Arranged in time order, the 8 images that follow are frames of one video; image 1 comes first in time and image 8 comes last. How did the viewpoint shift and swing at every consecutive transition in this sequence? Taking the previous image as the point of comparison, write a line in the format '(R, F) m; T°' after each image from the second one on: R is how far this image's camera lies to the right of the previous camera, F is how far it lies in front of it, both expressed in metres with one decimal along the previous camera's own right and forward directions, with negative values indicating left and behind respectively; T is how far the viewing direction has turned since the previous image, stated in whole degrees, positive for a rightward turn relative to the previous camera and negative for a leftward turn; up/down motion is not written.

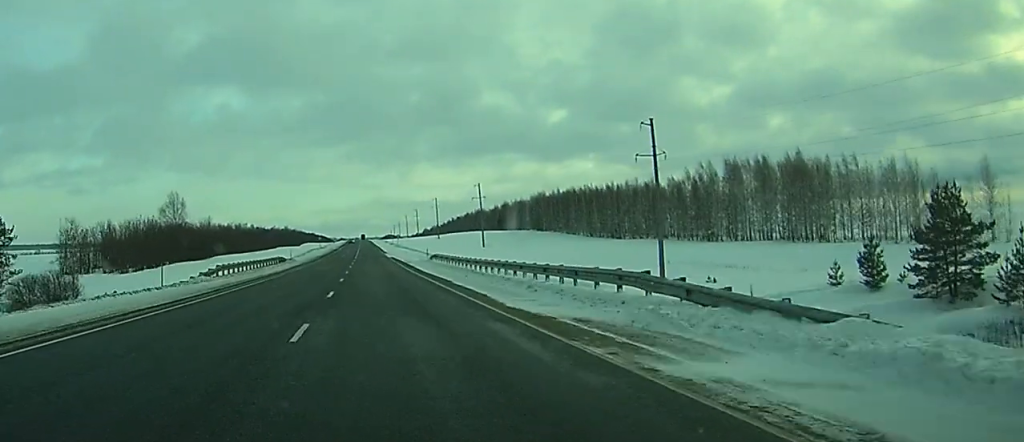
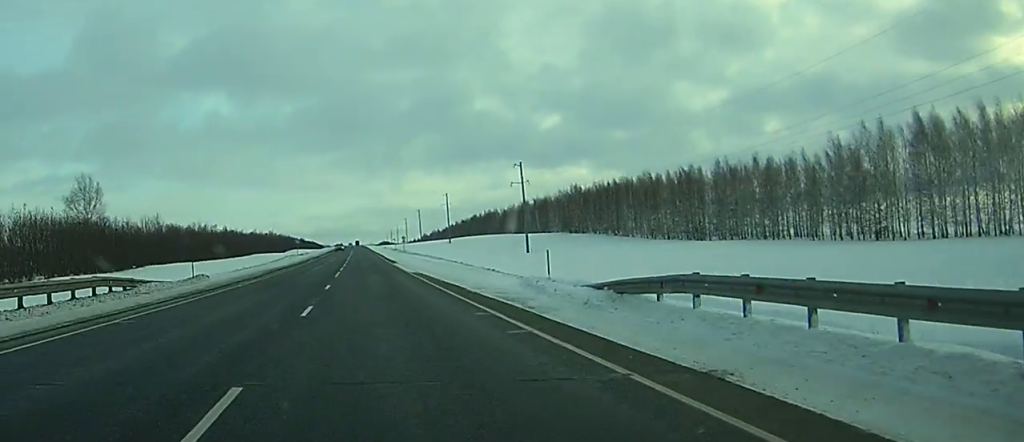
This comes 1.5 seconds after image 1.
(+0.1, +55.4) m; 0°
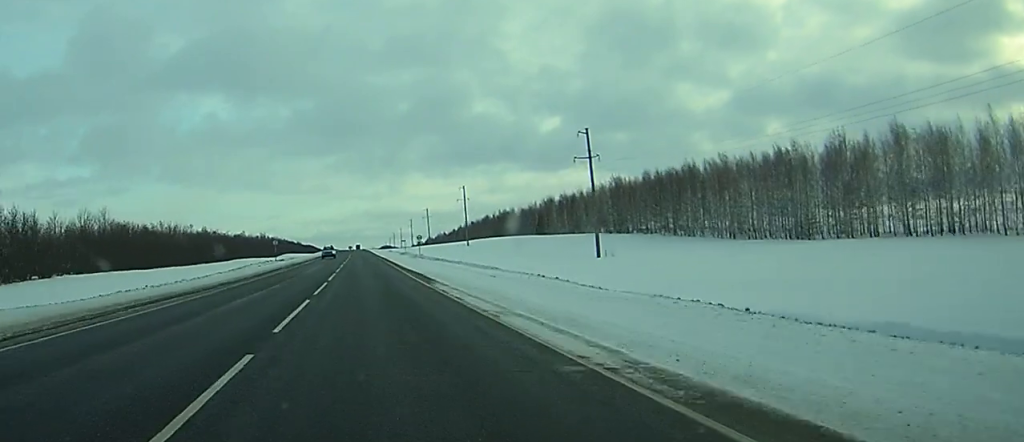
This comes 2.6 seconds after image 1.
(-0.1, +39.4) m; 0°
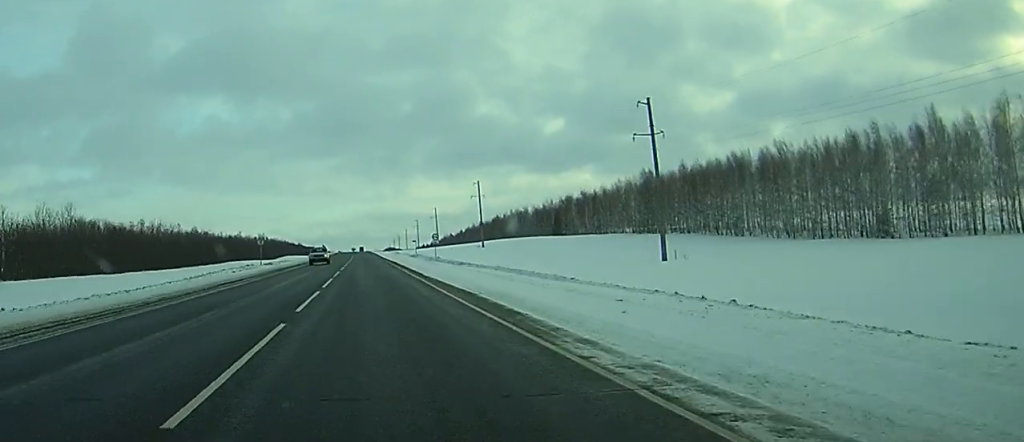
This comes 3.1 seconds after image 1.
(0.0, +19.7) m; 0°
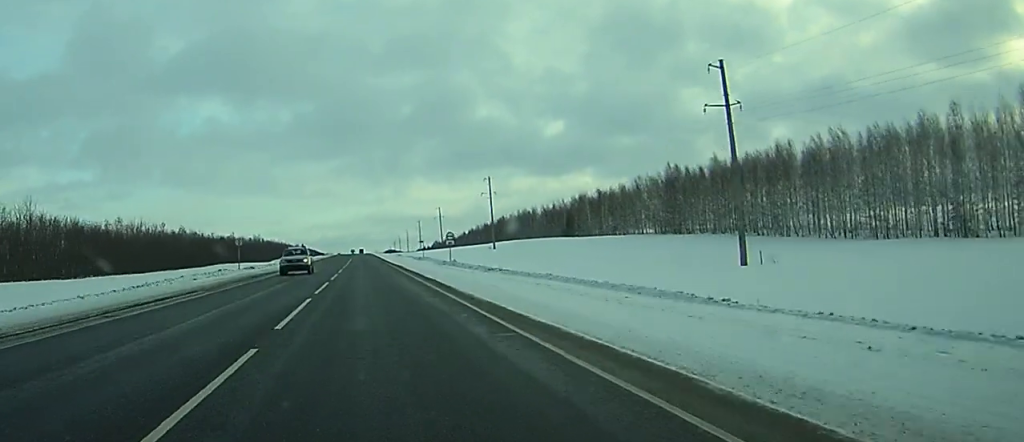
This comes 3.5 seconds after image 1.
(0.0, +16.0) m; 0°
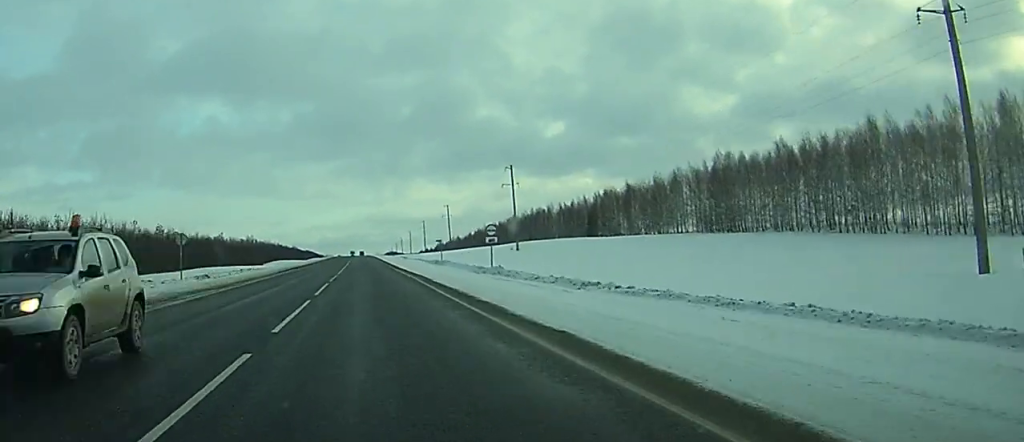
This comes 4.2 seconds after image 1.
(0.0, +24.5) m; 0°
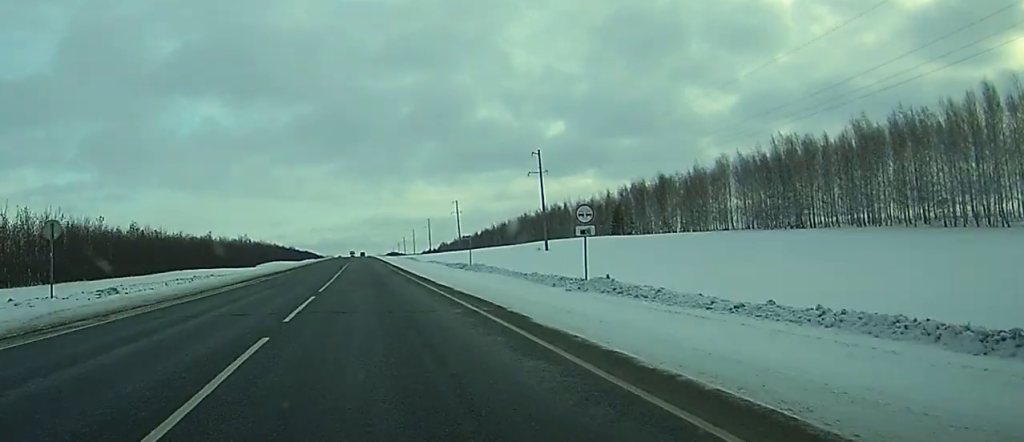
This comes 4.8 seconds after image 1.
(0.0, +22.0) m; 0°
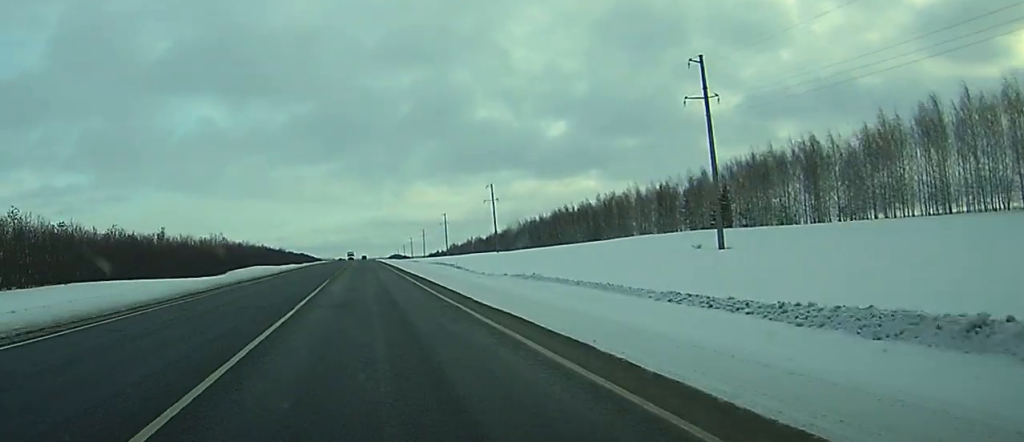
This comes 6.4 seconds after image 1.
(-0.2, +59.7) m; 0°
